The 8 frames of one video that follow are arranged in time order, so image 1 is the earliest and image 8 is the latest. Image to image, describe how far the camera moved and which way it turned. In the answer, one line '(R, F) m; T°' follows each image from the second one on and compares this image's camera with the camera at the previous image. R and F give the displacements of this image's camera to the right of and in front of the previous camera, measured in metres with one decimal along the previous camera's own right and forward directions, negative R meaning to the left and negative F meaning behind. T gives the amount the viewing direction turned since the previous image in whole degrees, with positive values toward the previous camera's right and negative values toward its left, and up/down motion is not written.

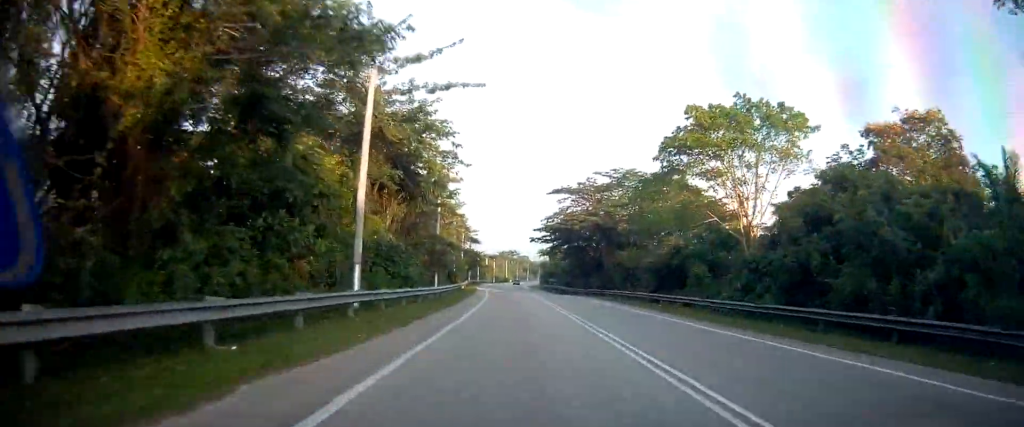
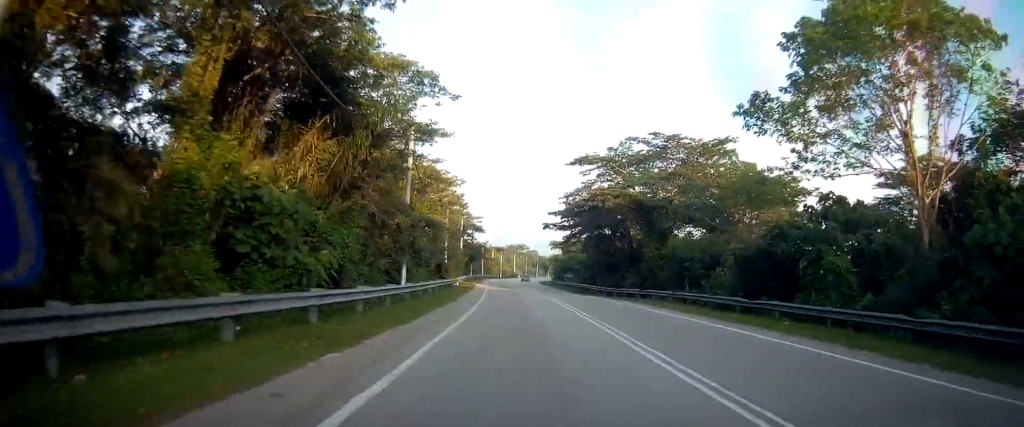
(0.0, +15.8) m; 0°
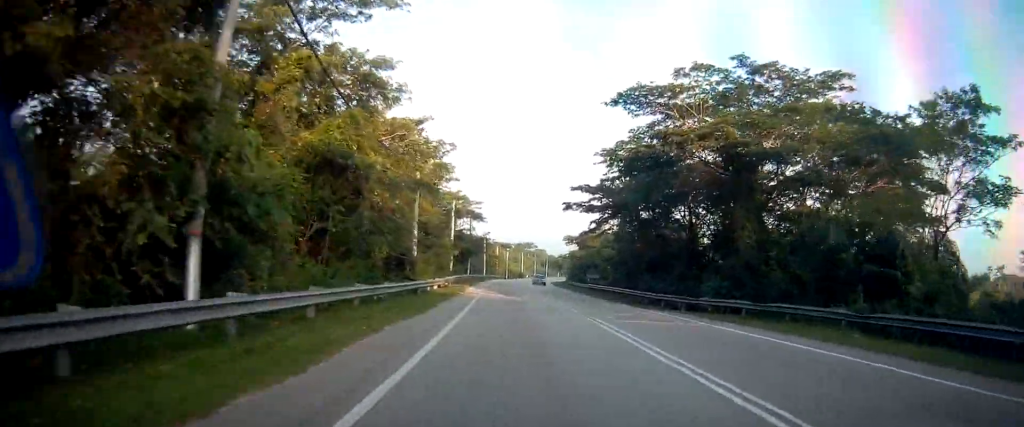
(0.0, +19.8) m; -1°
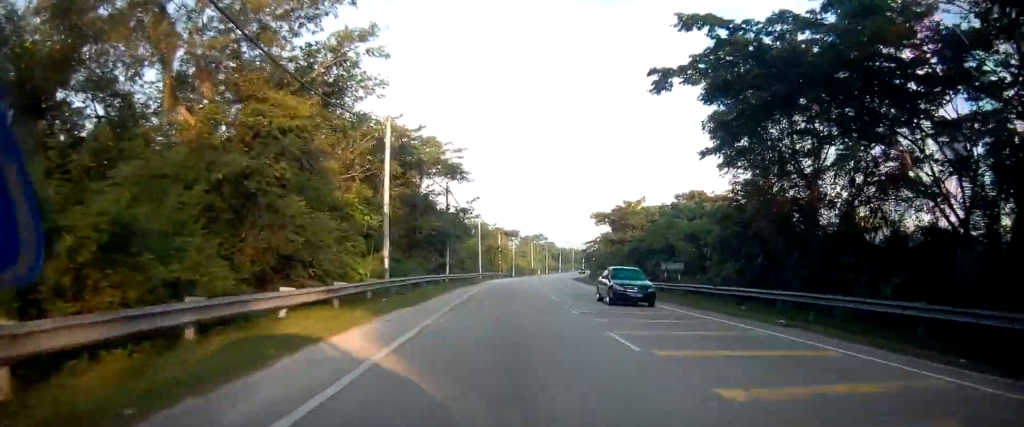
(-0.5, +32.6) m; -1°
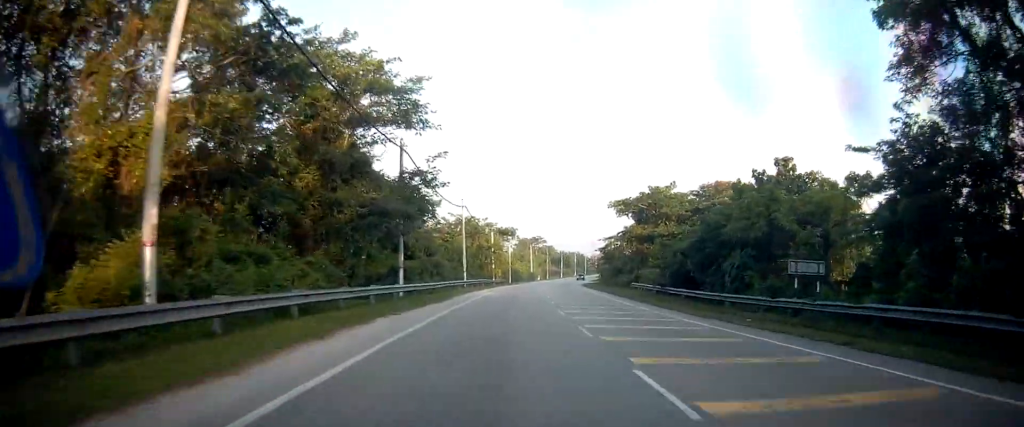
(-0.1, +18.3) m; 0°
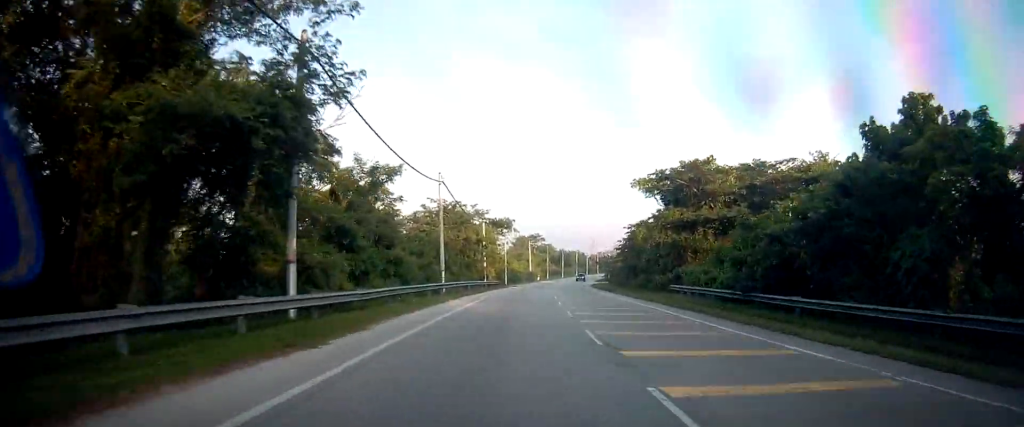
(+0.1, +14.6) m; +1°
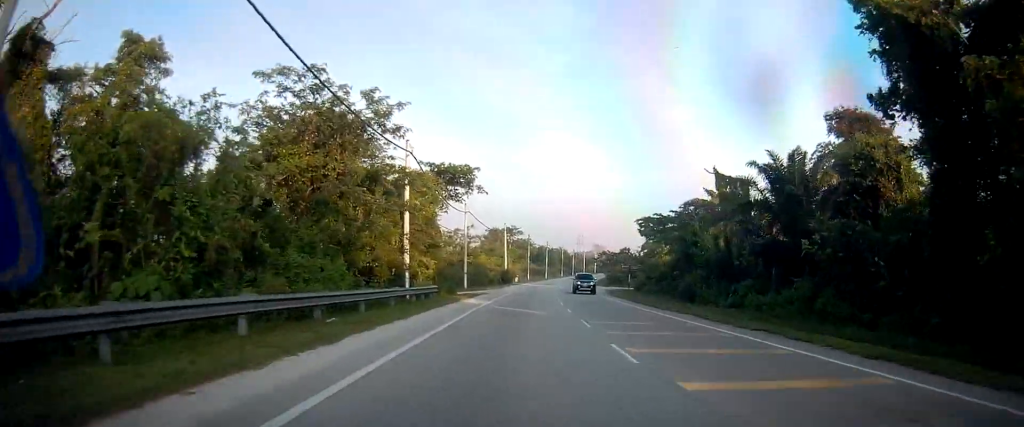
(+0.5, +36.5) m; +2°
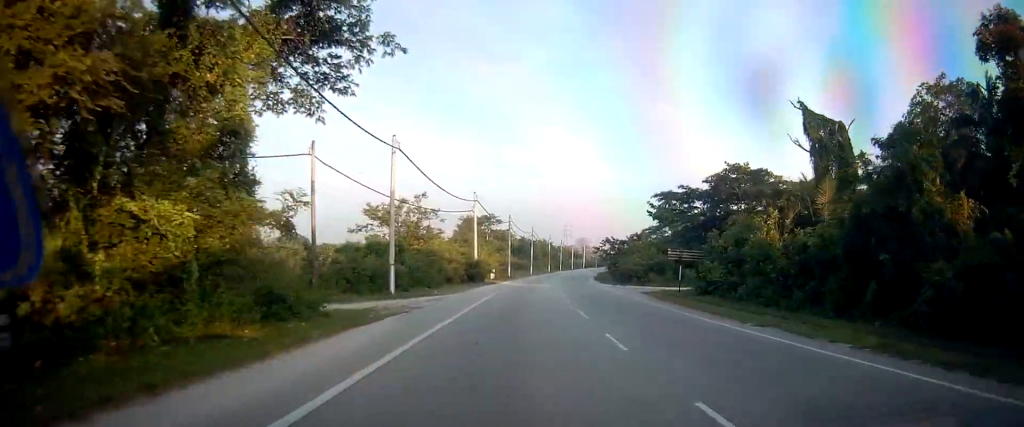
(+0.3, +26.4) m; +1°
